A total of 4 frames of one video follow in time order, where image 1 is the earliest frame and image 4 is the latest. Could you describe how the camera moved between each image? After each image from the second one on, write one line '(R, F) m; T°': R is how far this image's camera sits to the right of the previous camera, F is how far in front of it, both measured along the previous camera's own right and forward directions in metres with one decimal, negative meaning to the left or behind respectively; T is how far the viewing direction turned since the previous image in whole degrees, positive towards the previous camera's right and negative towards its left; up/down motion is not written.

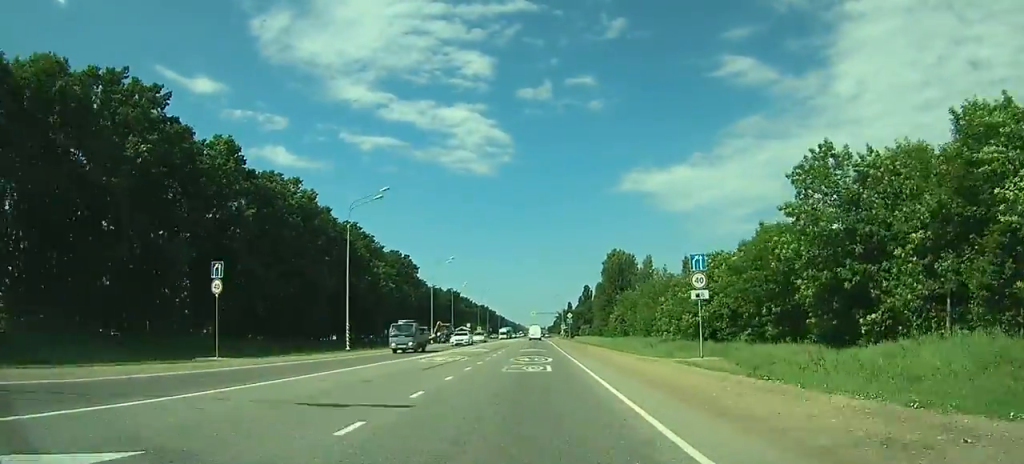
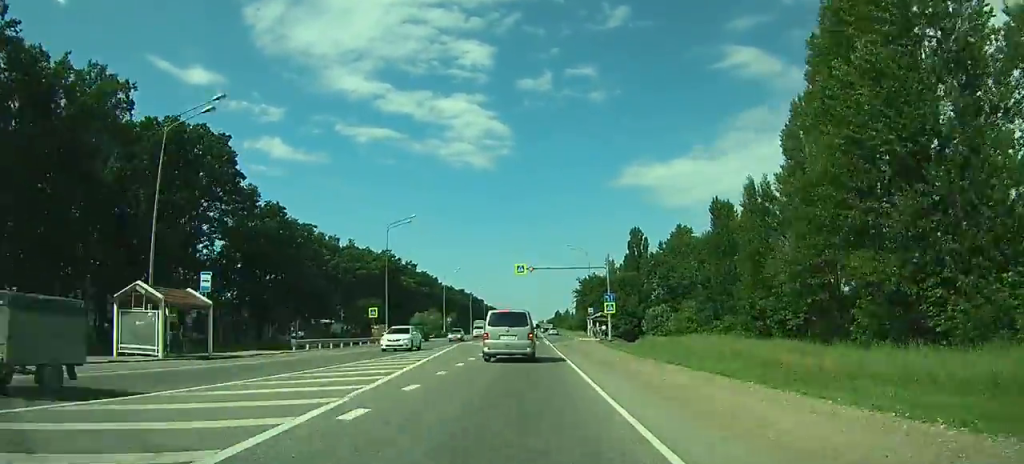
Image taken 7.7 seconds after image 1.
(-0.1, +105.6) m; -1°
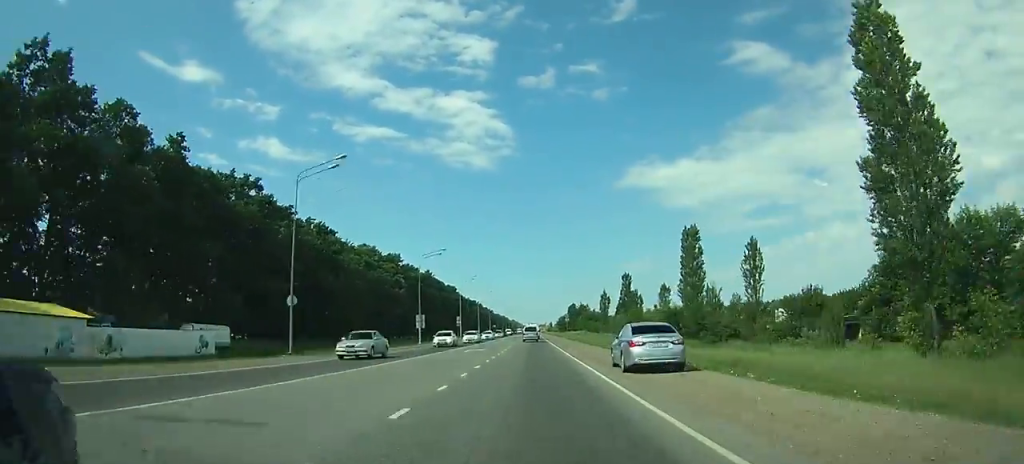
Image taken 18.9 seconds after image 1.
(-0.6, +160.7) m; +1°
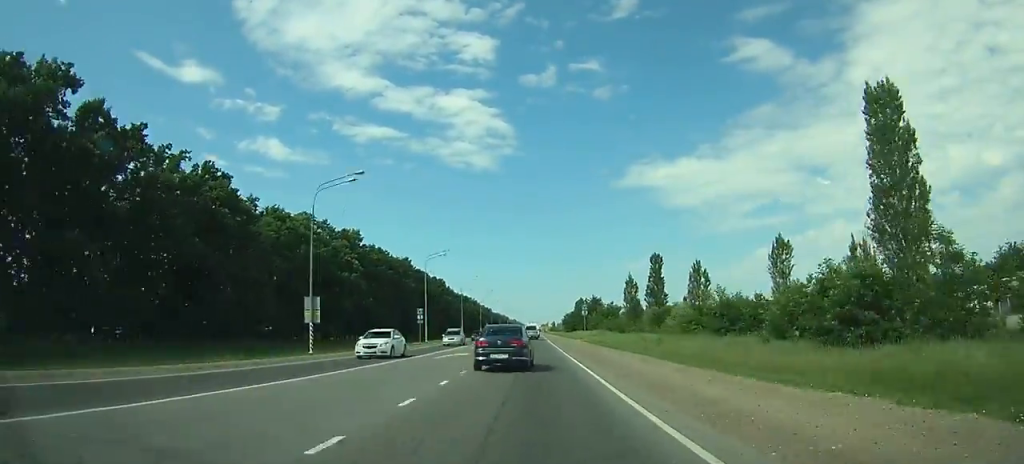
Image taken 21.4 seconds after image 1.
(0.0, +38.8) m; 0°
